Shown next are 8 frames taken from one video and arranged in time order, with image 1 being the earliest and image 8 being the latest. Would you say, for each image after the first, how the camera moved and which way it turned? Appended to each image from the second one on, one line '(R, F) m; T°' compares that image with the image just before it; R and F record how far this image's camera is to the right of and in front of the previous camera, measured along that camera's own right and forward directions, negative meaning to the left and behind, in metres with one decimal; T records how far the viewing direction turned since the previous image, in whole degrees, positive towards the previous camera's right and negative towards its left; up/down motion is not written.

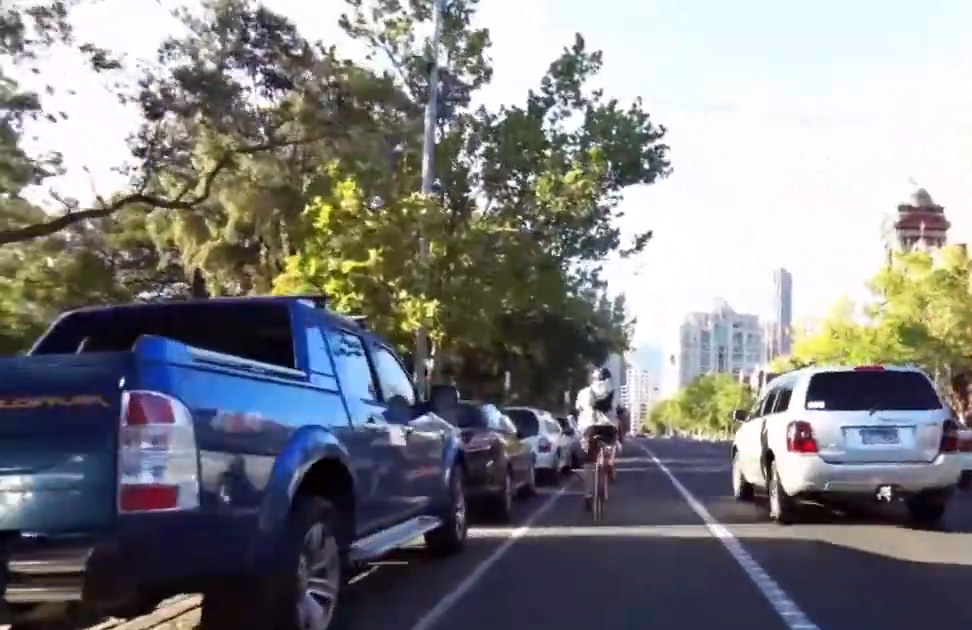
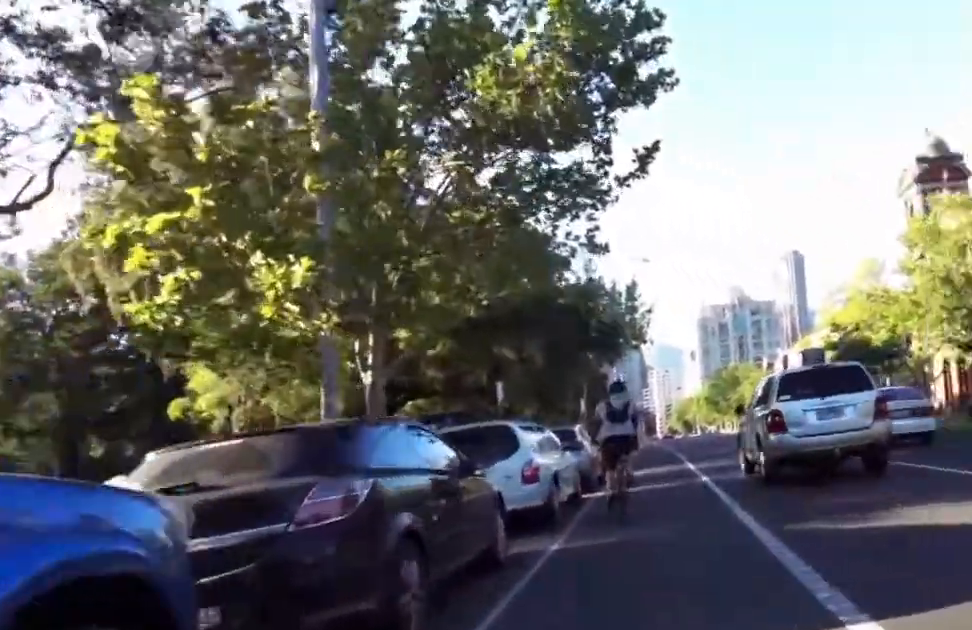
(-0.6, +4.7) m; -6°
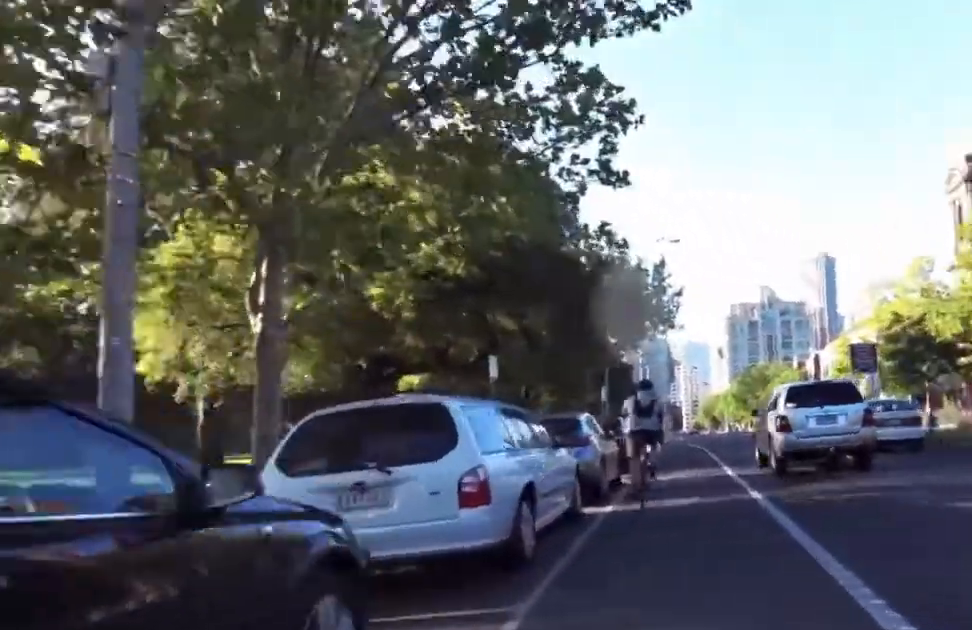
(0.0, +4.3) m; +6°
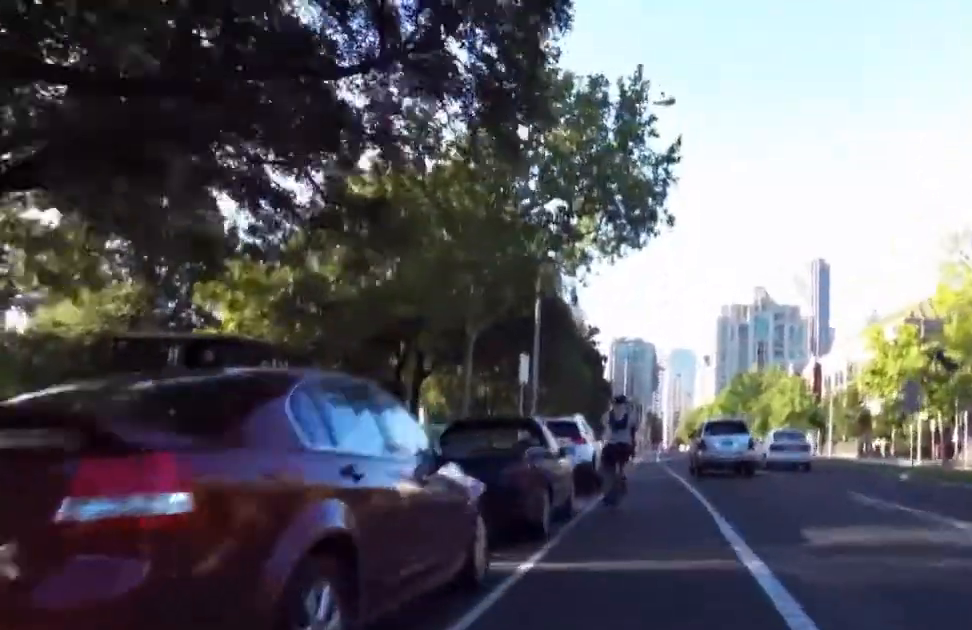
(+1.2, +17.6) m; 0°
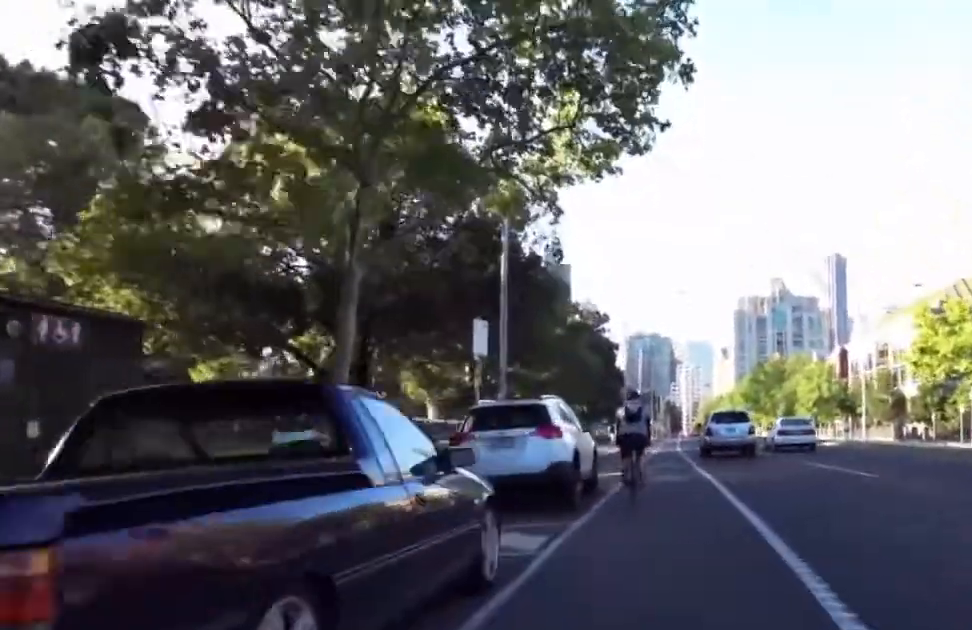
(0.0, +7.3) m; +5°
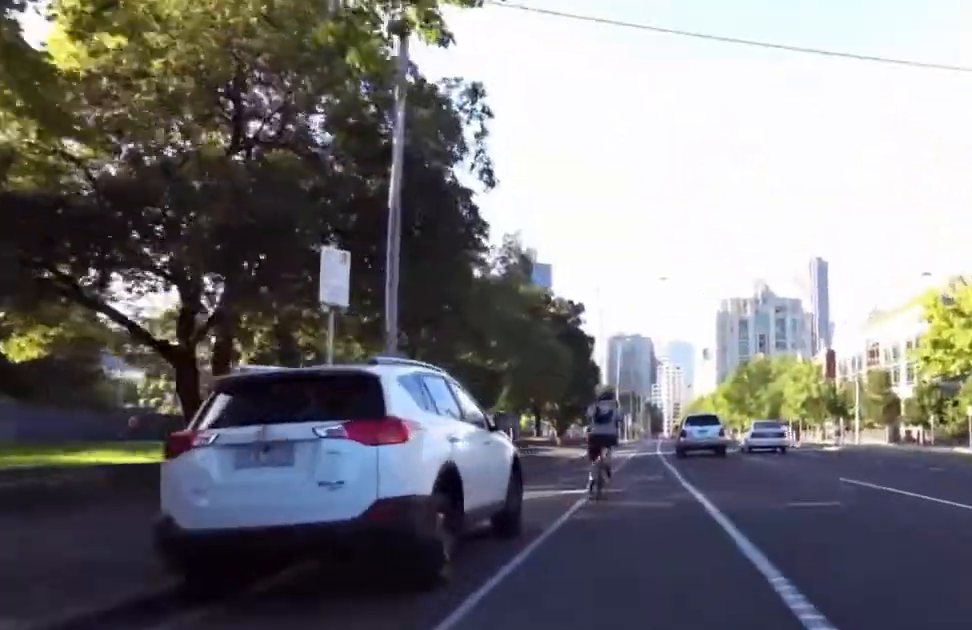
(+0.4, +6.1) m; -2°
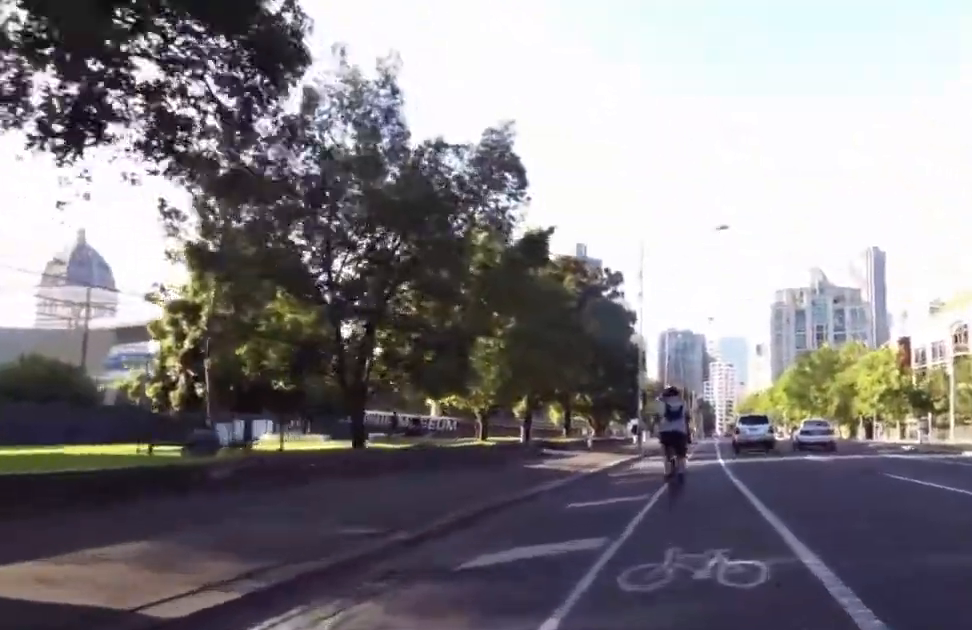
(-1.2, +12.0) m; -10°
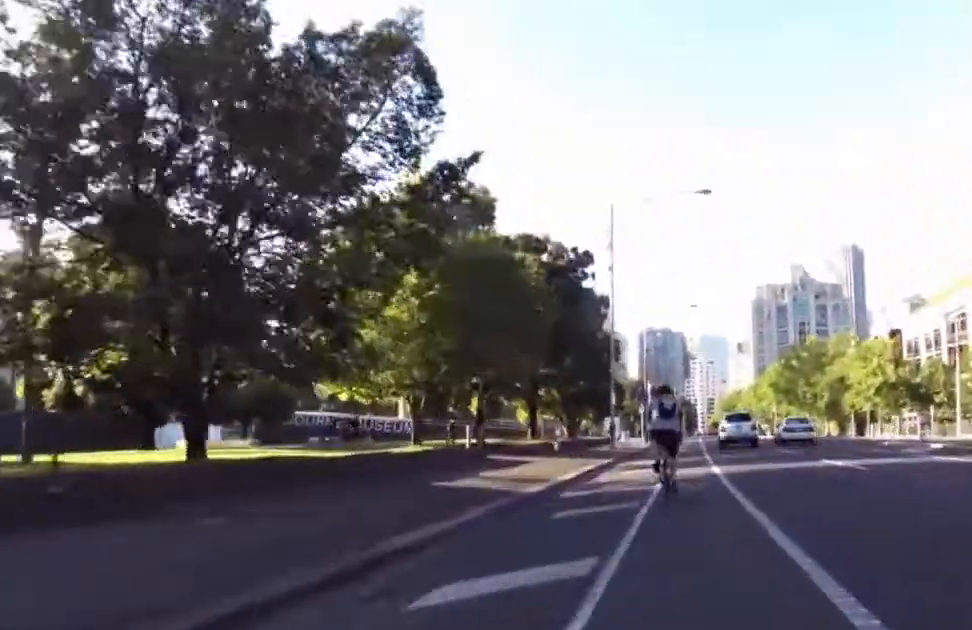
(0.0, +6.6) m; 0°
